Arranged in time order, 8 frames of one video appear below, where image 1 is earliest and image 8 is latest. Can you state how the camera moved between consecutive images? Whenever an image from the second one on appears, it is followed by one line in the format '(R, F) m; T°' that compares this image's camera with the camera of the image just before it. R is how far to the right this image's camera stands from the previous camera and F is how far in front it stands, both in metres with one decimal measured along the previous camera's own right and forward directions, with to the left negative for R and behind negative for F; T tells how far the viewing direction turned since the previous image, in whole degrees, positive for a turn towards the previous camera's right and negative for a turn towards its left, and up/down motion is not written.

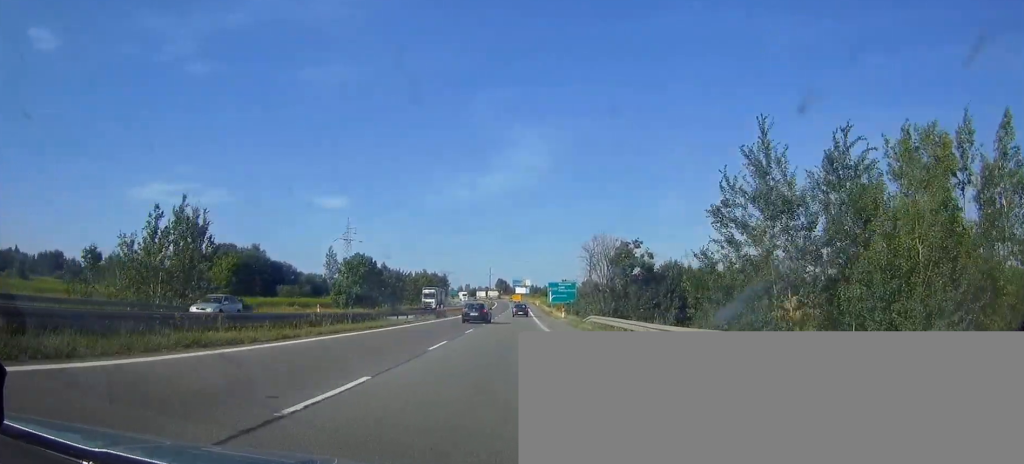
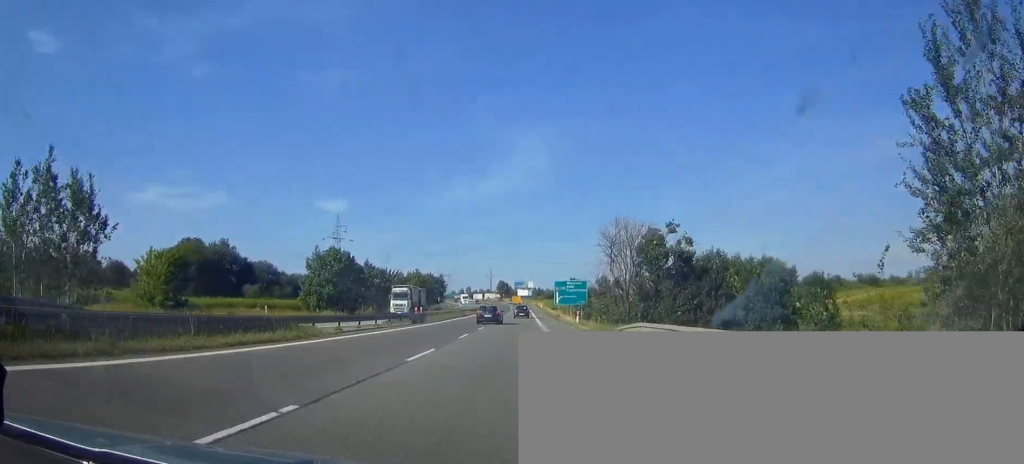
(0.0, +15.6) m; 0°
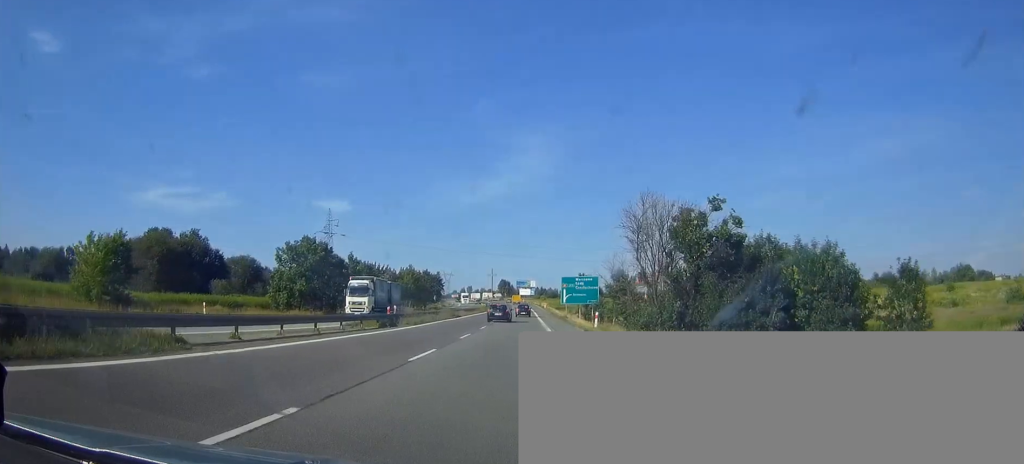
(+0.1, +12.1) m; 0°
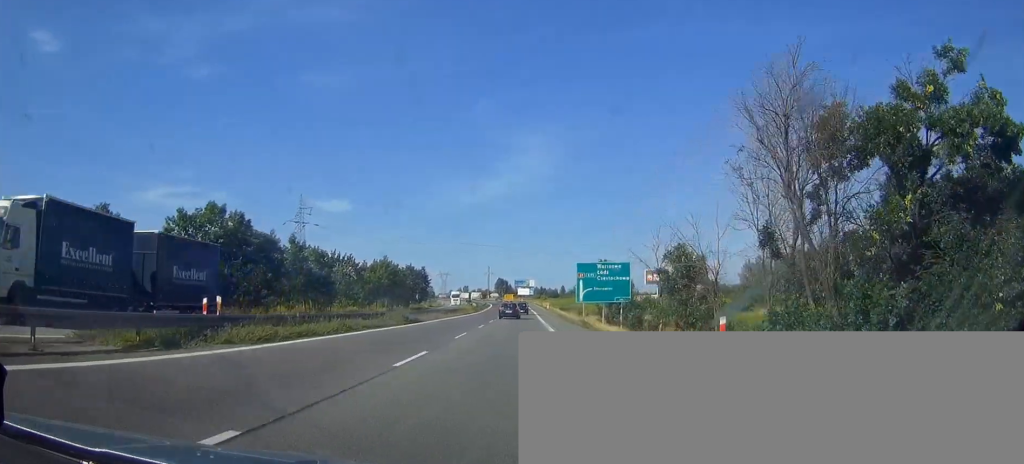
(-0.2, +25.9) m; 0°
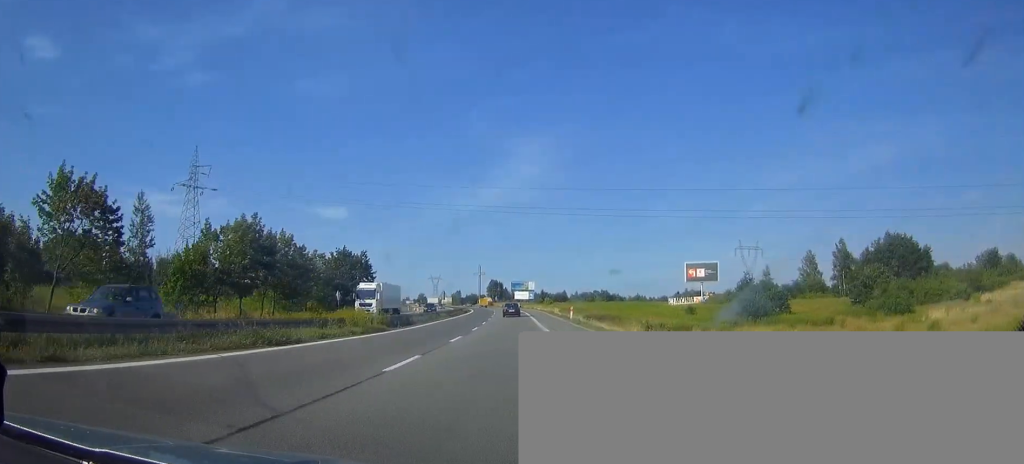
(+0.3, +60.4) m; 0°
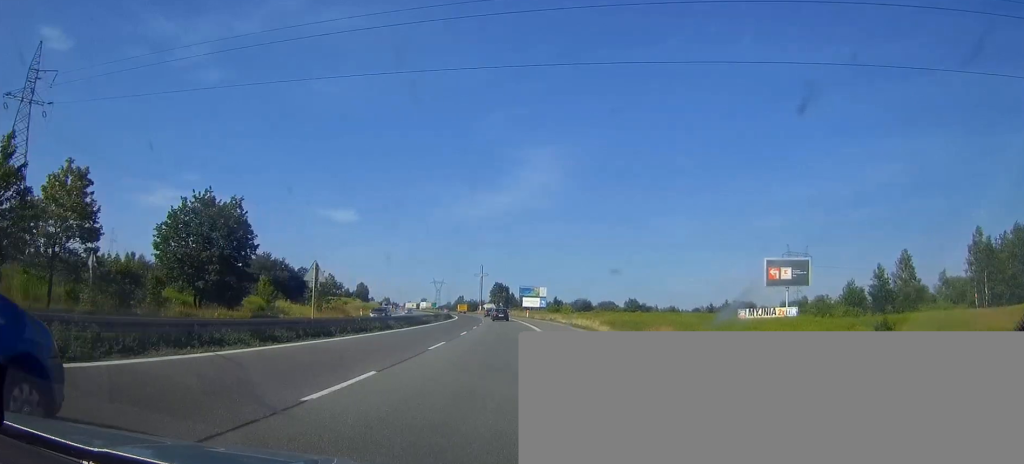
(-0.3, +53.1) m; -1°
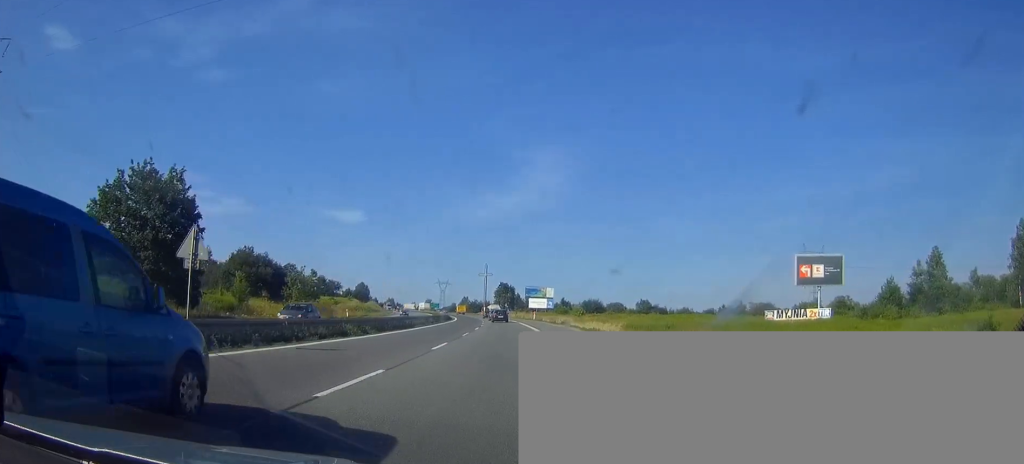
(0.0, +11.8) m; 0°
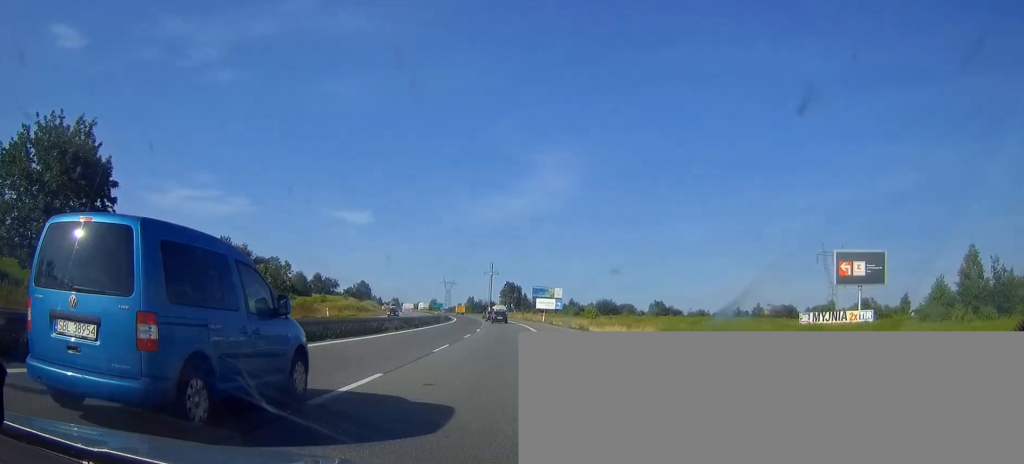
(-0.1, +12.6) m; 0°
